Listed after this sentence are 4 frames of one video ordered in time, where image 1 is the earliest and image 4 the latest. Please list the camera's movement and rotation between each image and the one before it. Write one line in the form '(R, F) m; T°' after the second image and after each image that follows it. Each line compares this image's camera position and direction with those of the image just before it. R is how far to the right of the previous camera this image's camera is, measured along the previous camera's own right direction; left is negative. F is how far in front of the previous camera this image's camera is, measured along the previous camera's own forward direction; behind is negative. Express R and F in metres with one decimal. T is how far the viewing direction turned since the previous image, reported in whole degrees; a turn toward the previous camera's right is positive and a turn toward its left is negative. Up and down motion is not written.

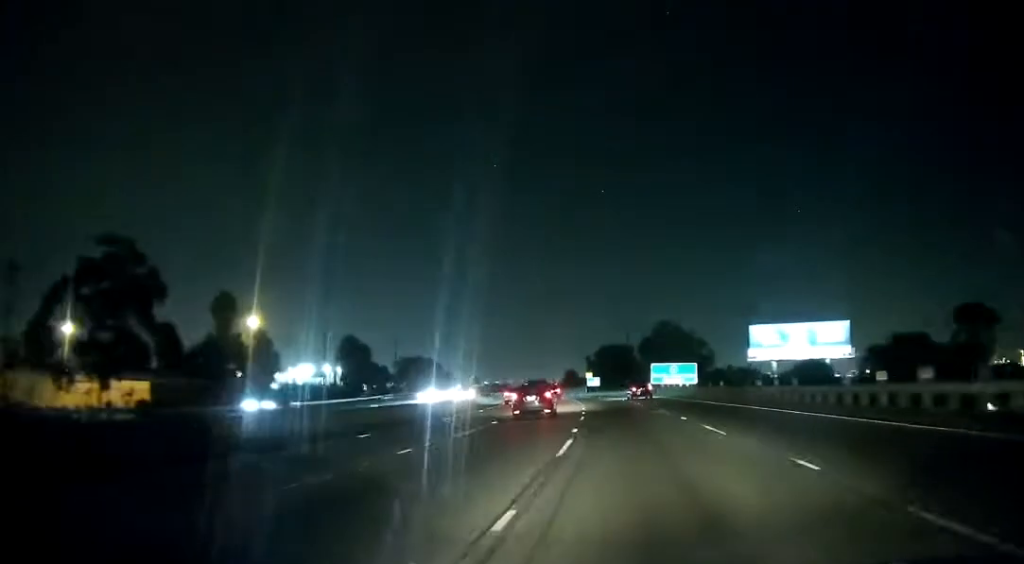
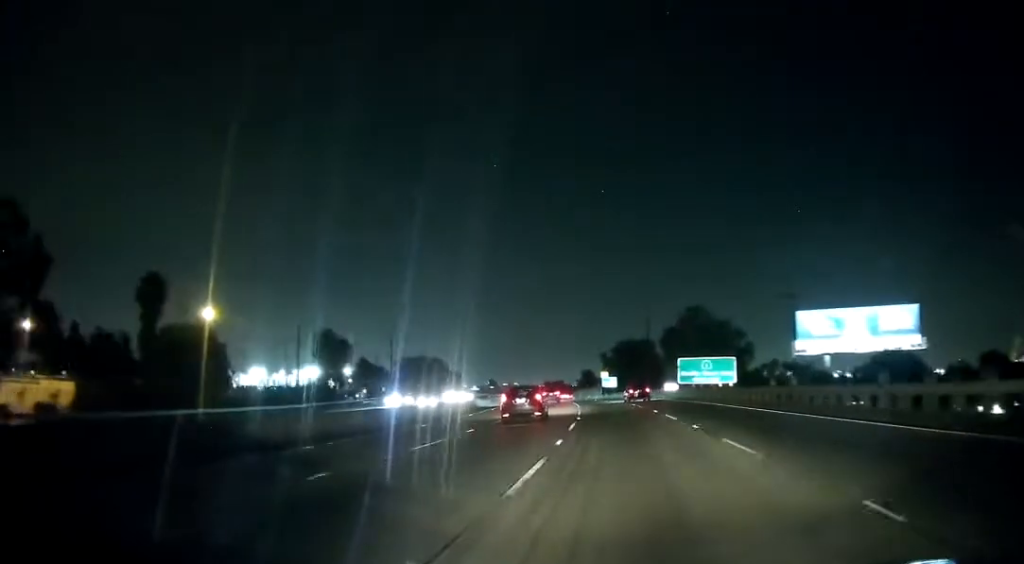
(+0.2, +19.3) m; -1°
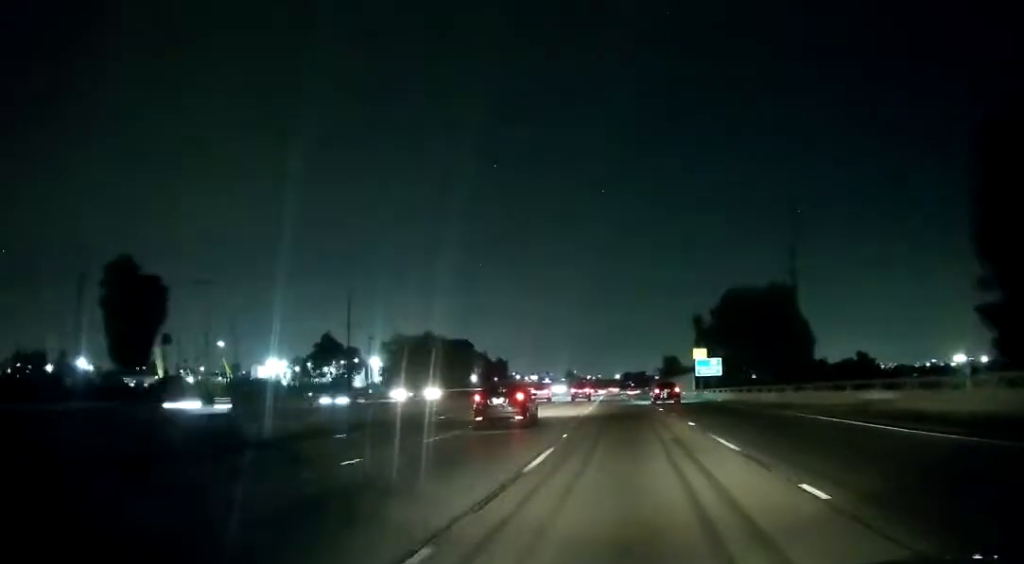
(-3.7, +71.2) m; -5°
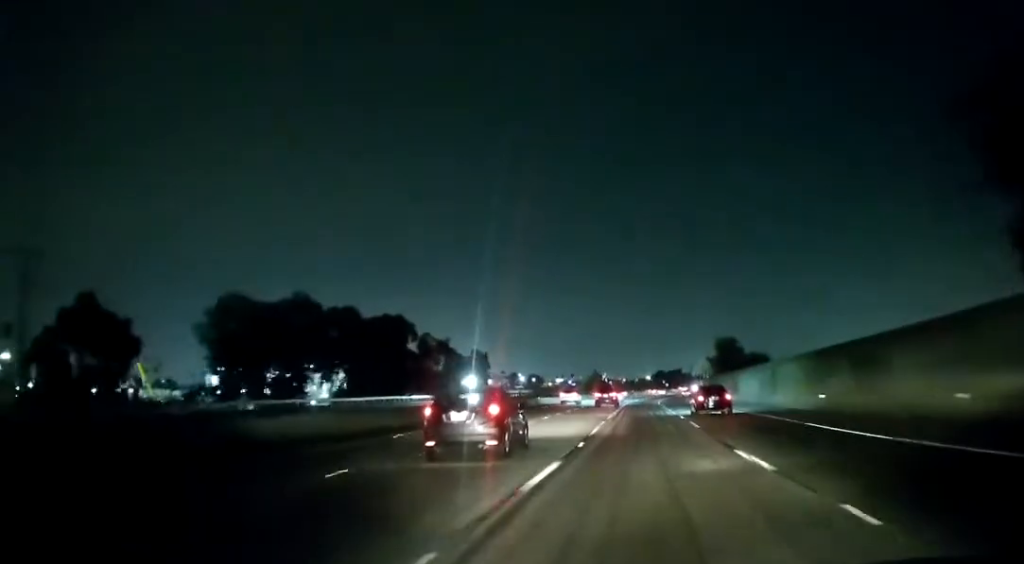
(-2.6, +74.5) m; -4°
